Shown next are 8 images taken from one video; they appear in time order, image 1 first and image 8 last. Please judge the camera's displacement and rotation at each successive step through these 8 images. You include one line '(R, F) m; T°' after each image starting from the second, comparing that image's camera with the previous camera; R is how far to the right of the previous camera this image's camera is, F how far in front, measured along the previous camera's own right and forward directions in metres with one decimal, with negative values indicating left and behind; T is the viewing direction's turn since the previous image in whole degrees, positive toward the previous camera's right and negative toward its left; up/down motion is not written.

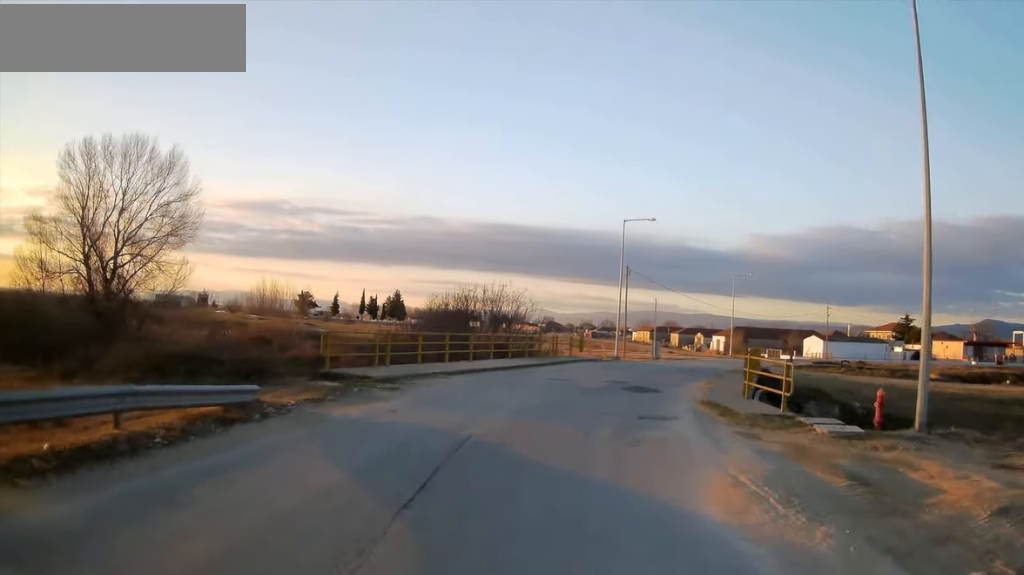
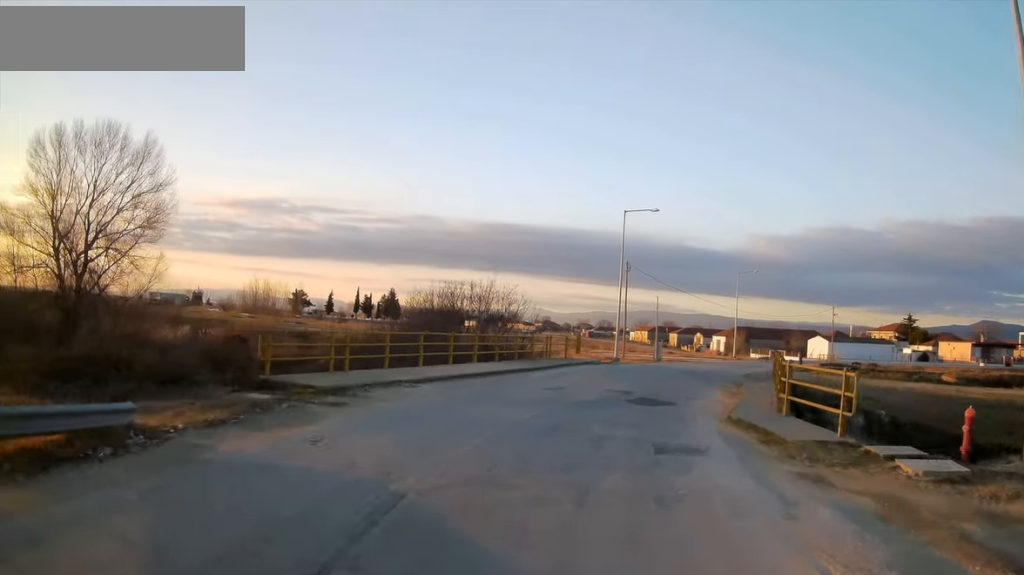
(-0.1, +3.6) m; -1°
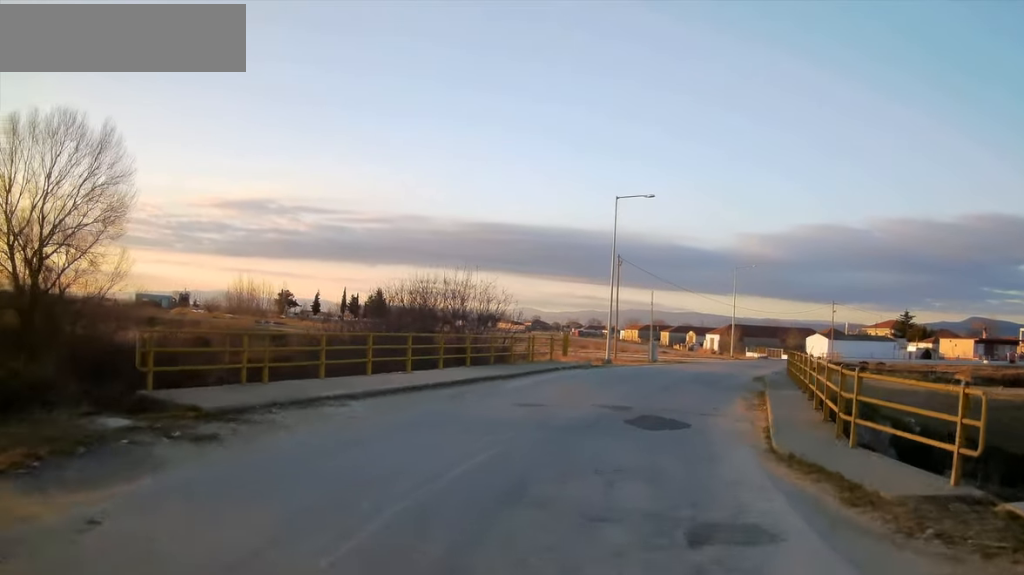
(0.0, +4.2) m; -1°
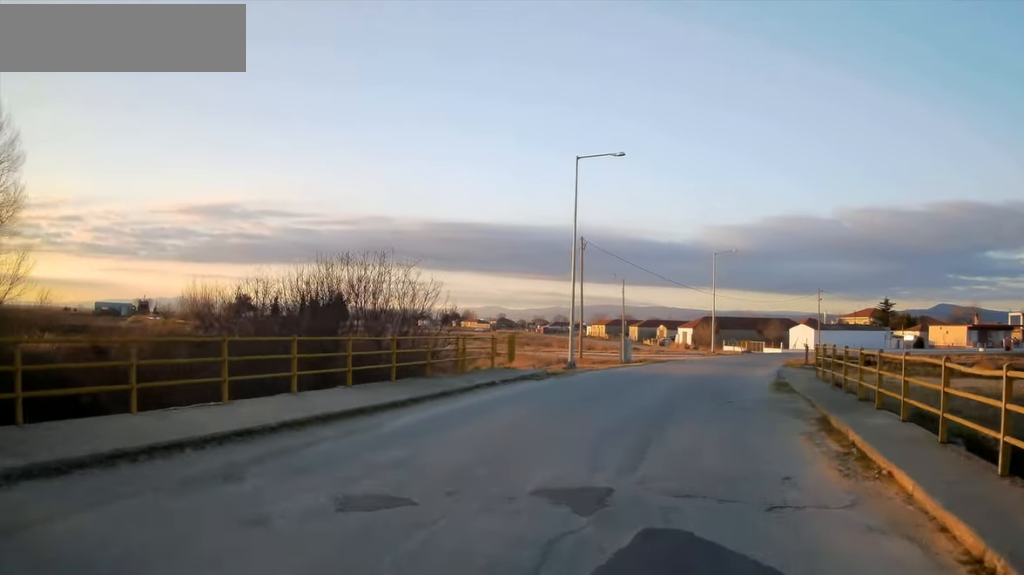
(-0.2, +8.5) m; -1°
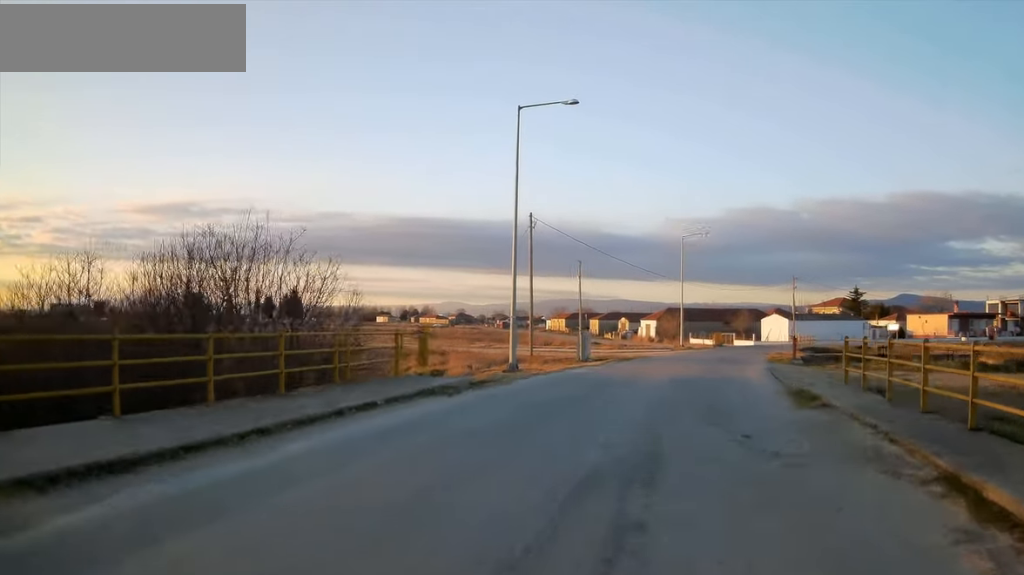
(0.0, +6.5) m; +2°
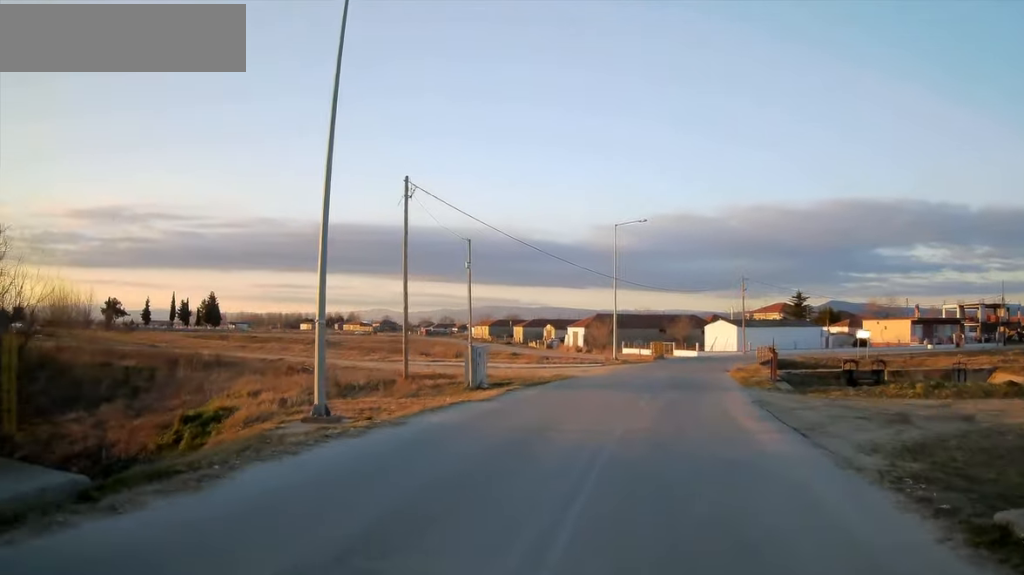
(+0.7, +11.3) m; +8°
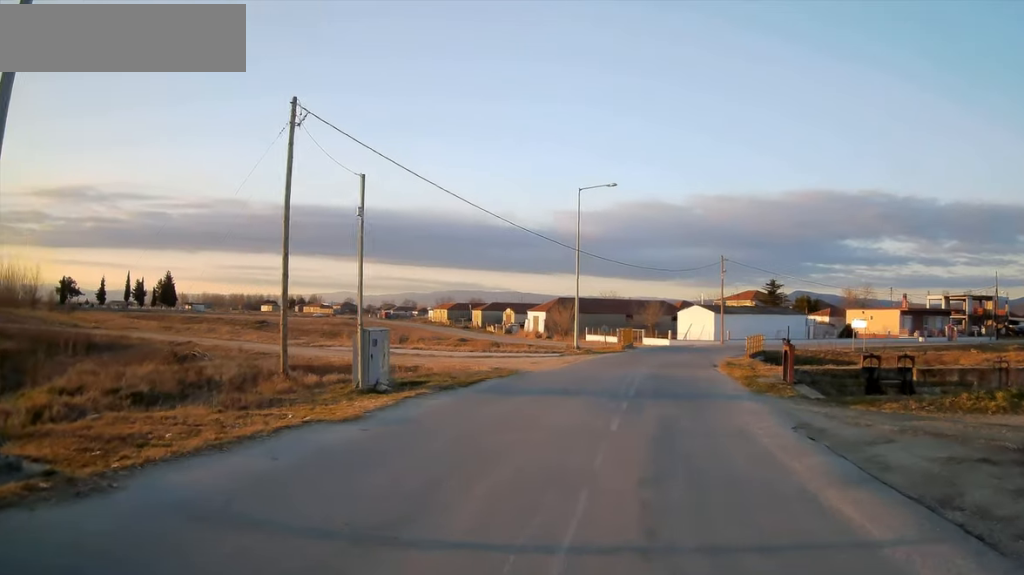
(+0.4, +7.8) m; +4°
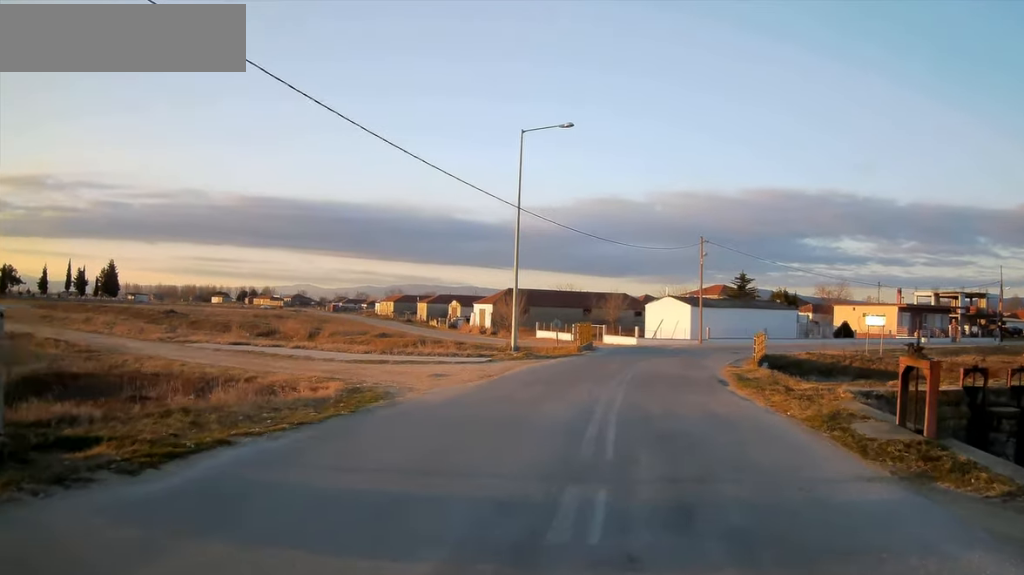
(+0.4, +11.3) m; +3°
